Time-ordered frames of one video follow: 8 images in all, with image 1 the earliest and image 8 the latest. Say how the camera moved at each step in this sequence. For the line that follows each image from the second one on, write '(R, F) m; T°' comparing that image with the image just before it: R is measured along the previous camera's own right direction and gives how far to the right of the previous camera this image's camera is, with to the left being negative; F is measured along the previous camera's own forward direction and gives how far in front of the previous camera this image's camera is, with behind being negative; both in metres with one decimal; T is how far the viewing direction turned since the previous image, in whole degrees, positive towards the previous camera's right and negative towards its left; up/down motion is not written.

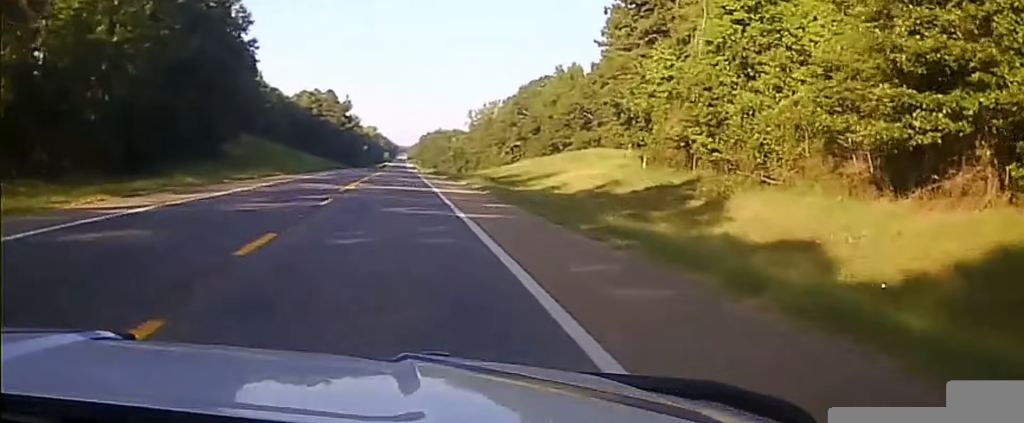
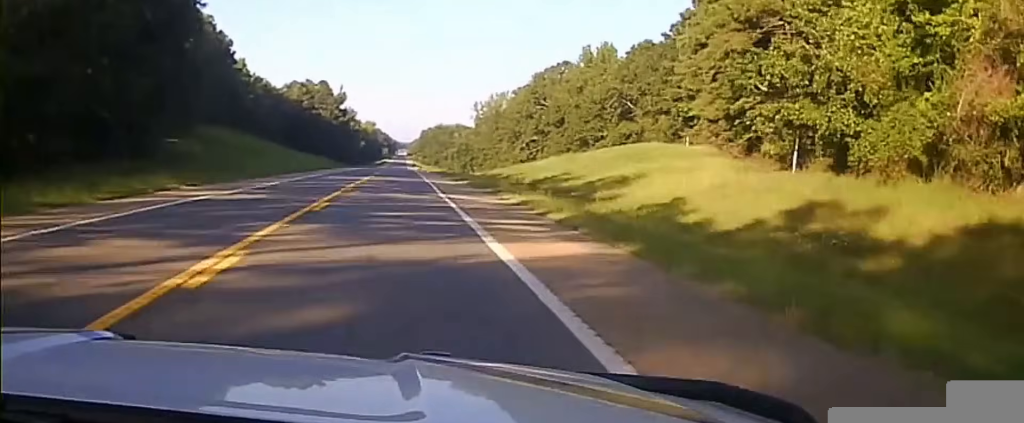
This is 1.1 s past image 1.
(0.0, +27.4) m; 0°
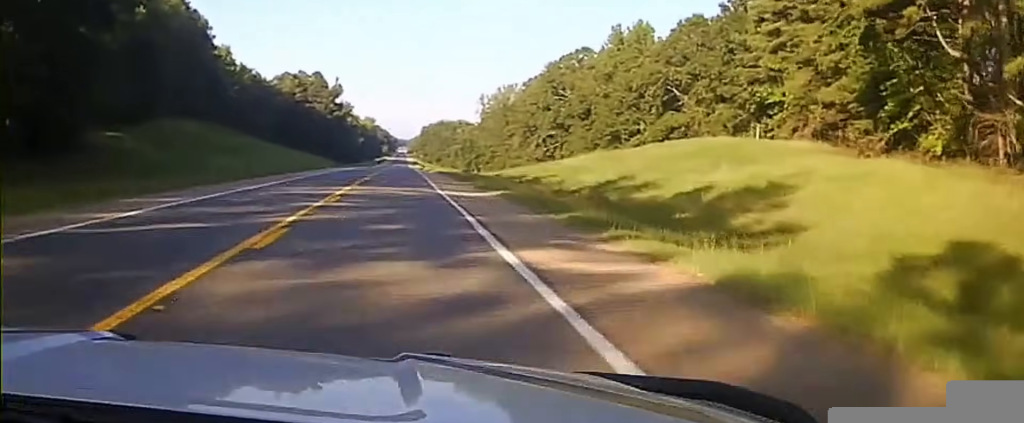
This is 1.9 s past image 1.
(-0.1, +21.7) m; 0°
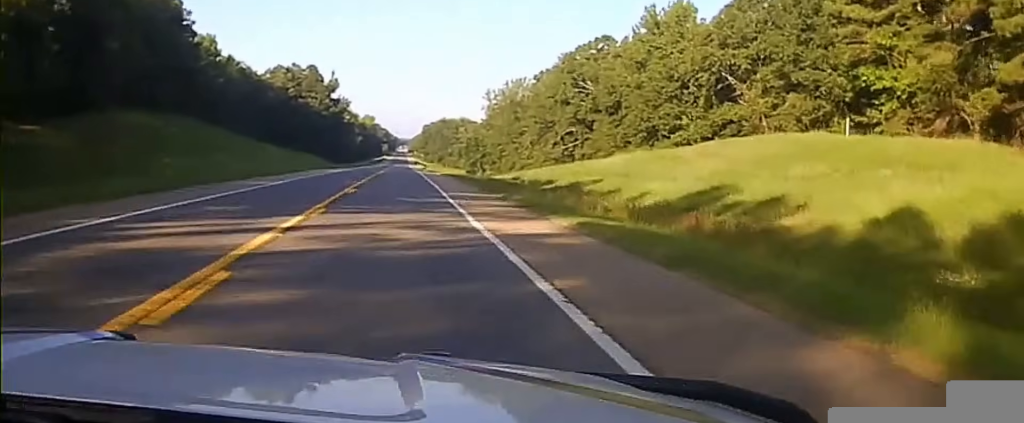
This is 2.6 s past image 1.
(-0.1, +20.1) m; 0°
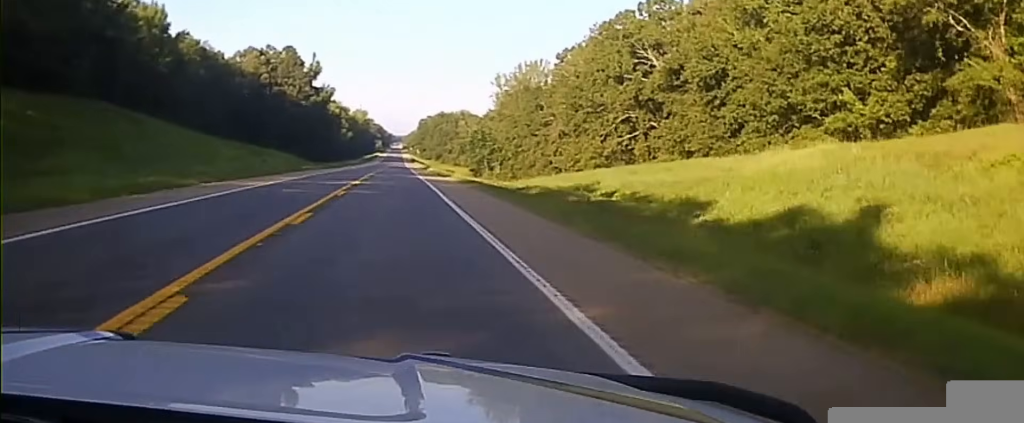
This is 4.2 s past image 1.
(-0.2, +36.2) m; 0°
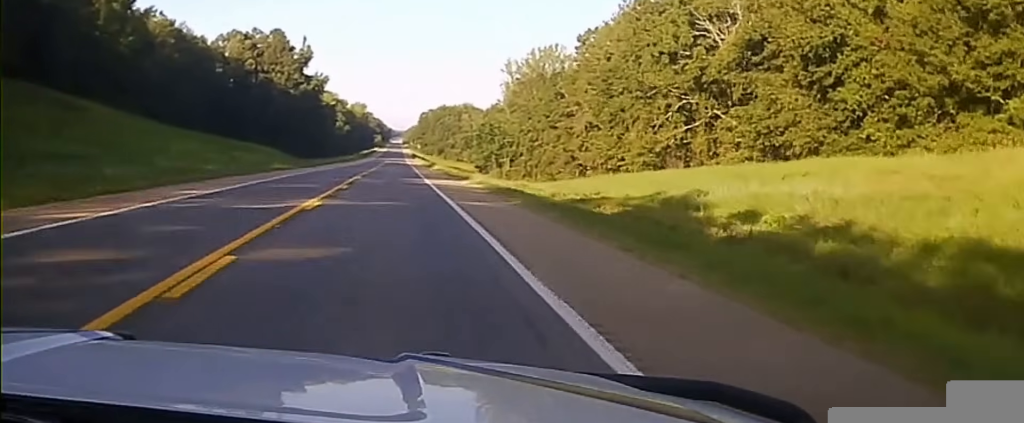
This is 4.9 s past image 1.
(+0.1, +17.7) m; 0°
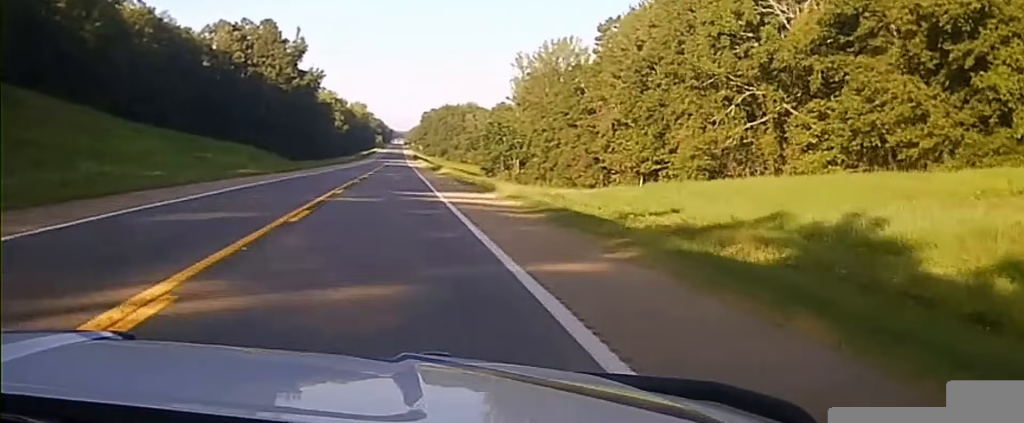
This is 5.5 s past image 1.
(+0.1, +14.8) m; 0°
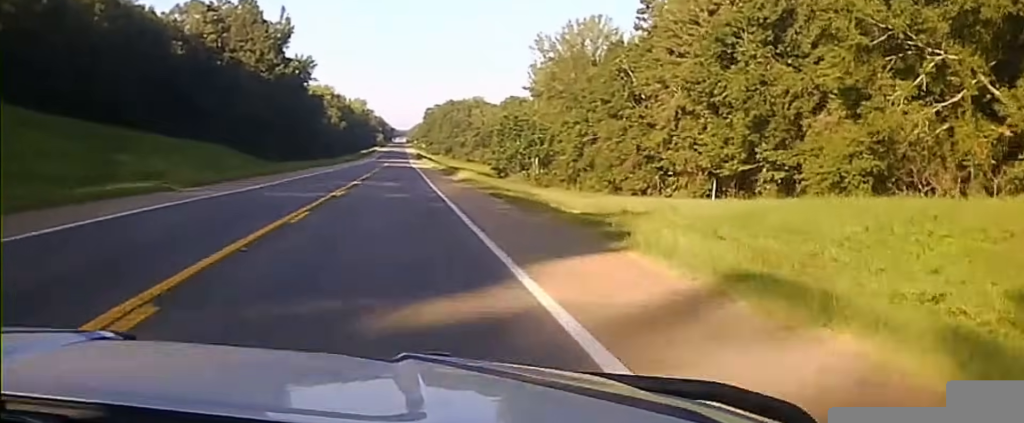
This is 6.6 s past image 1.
(-0.2, +24.6) m; 0°
